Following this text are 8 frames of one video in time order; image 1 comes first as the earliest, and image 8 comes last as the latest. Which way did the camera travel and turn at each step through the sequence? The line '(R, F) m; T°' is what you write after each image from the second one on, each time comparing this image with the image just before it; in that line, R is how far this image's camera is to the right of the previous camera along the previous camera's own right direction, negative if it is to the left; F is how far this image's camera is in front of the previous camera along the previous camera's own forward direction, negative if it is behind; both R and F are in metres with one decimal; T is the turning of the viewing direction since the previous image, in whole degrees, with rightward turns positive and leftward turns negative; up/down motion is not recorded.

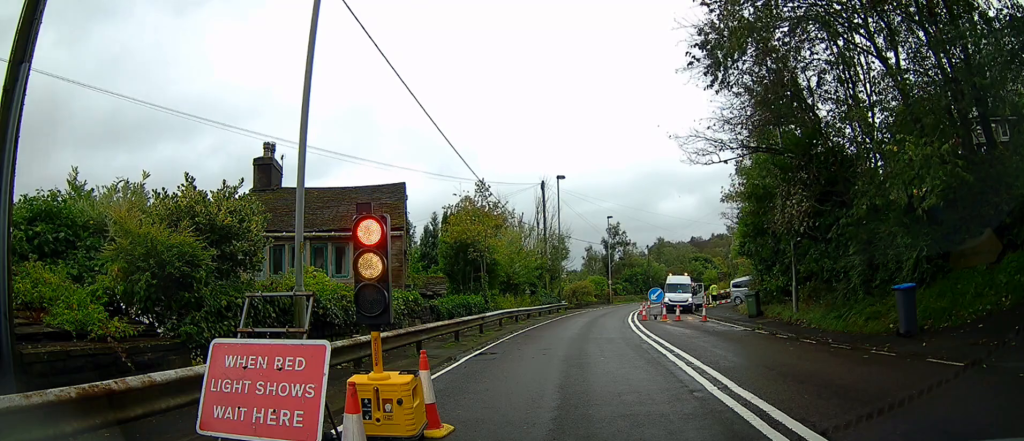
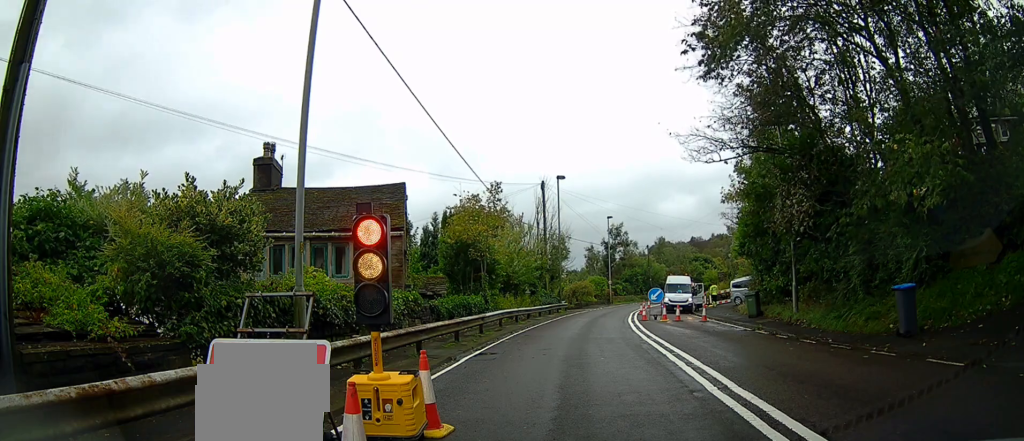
(0.0, 0.0) m; 0°
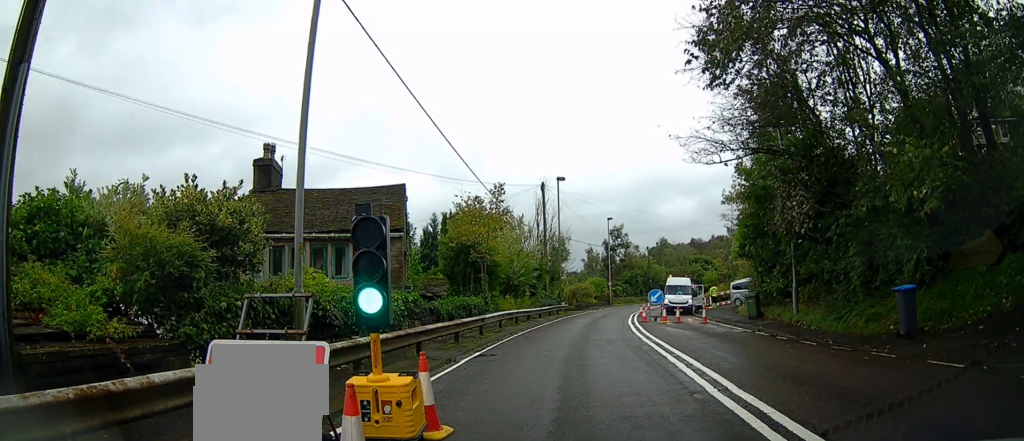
(0.0, 0.0) m; 0°
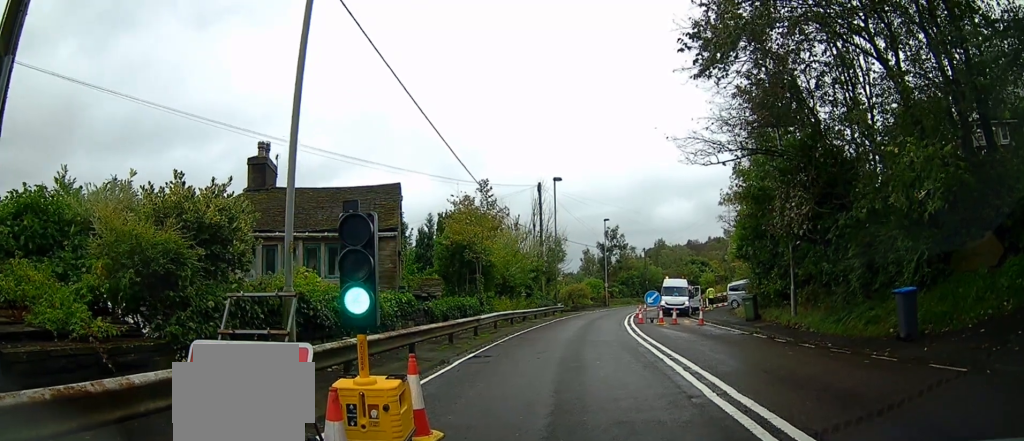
(0.0, 0.0) m; 0°
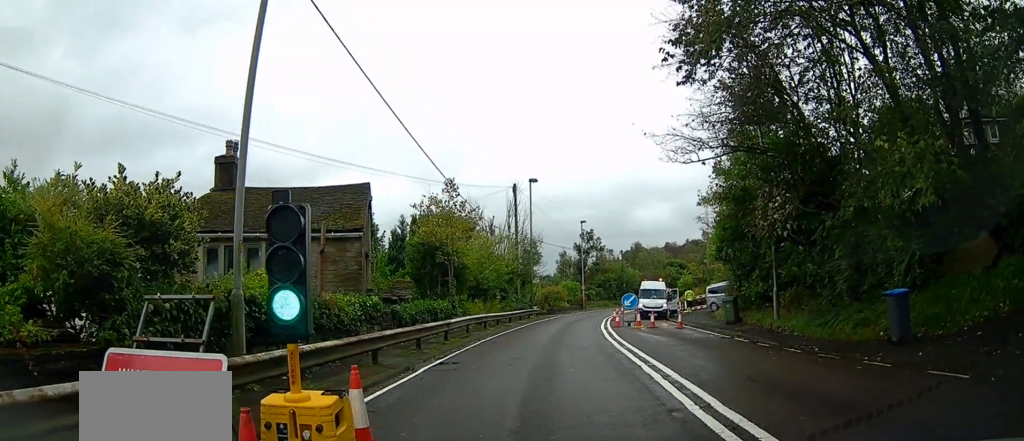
(0.0, +0.3) m; 0°
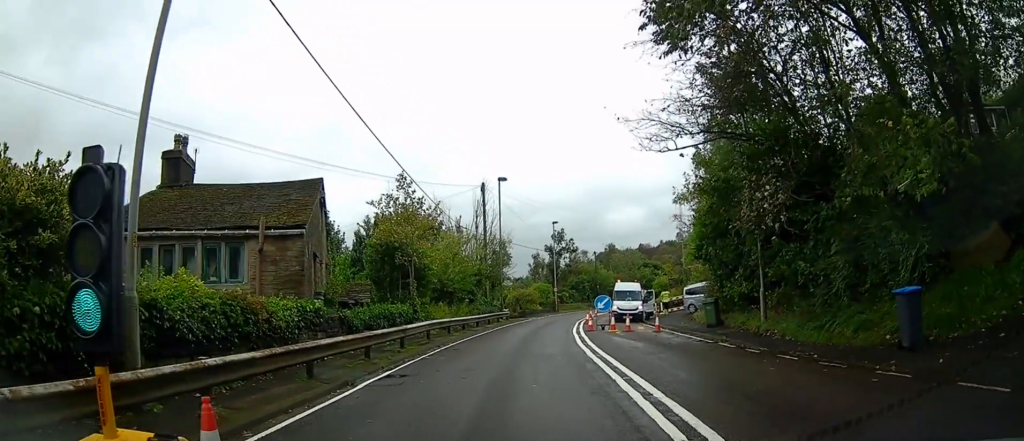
(0.0, +0.6) m; 0°
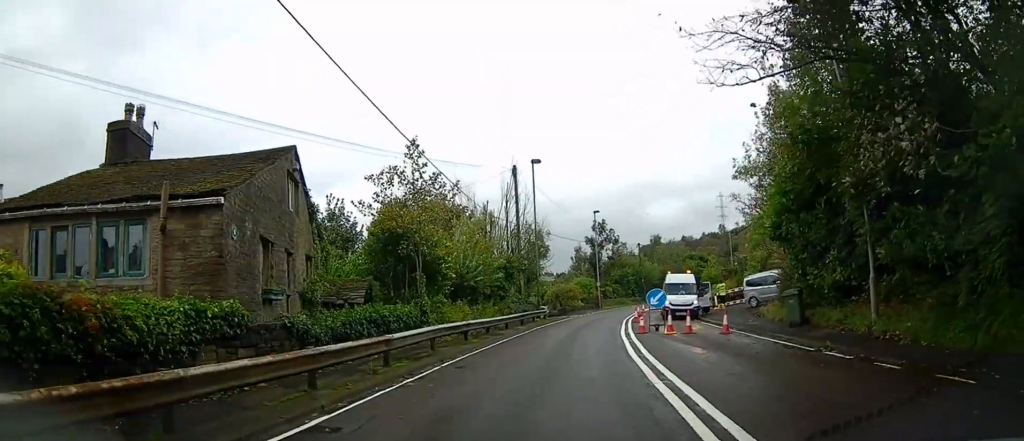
(0.0, +2.6) m; -2°
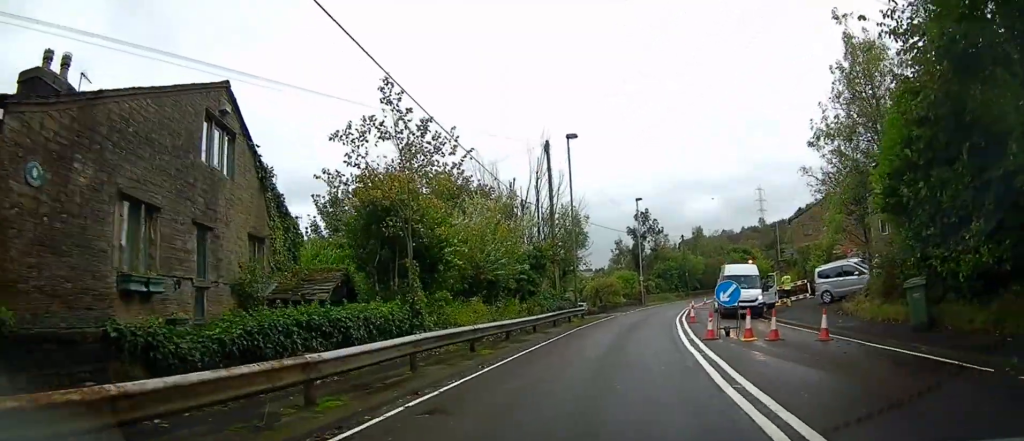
(-0.1, +3.9) m; -3°
